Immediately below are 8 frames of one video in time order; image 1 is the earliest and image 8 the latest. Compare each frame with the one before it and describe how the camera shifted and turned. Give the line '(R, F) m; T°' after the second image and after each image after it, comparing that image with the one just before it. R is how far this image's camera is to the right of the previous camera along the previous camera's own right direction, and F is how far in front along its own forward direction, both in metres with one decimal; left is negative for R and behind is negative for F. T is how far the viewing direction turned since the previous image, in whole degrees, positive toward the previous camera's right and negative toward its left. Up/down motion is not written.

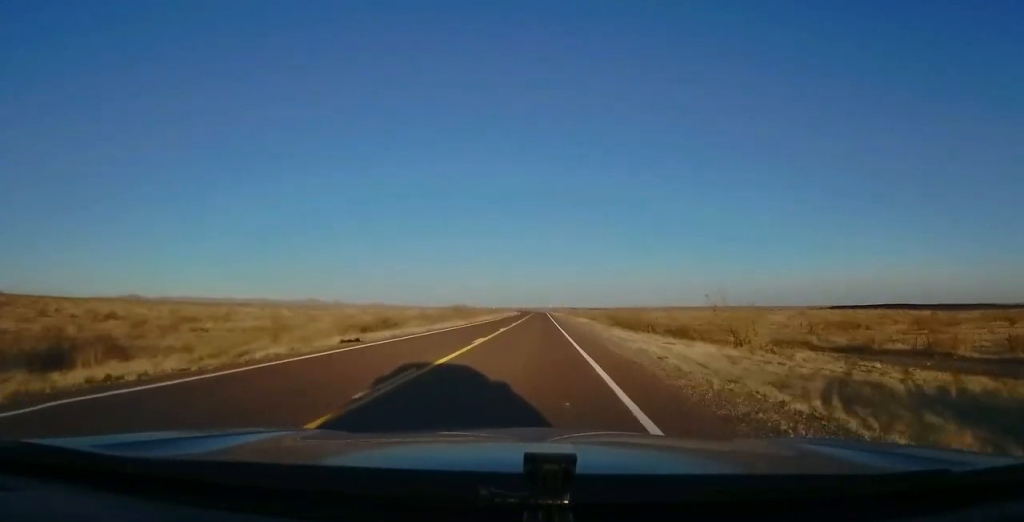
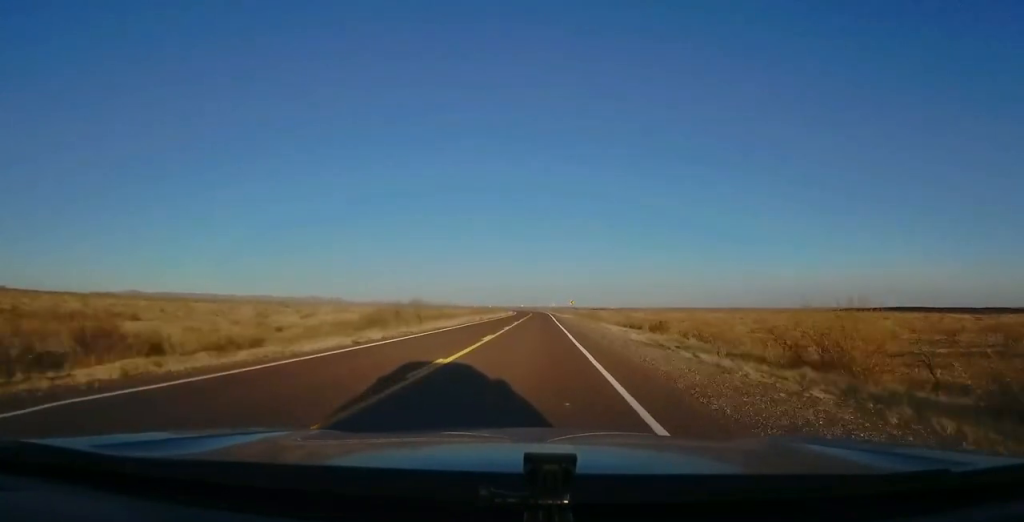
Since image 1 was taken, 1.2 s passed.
(0.0, +33.7) m; 0°
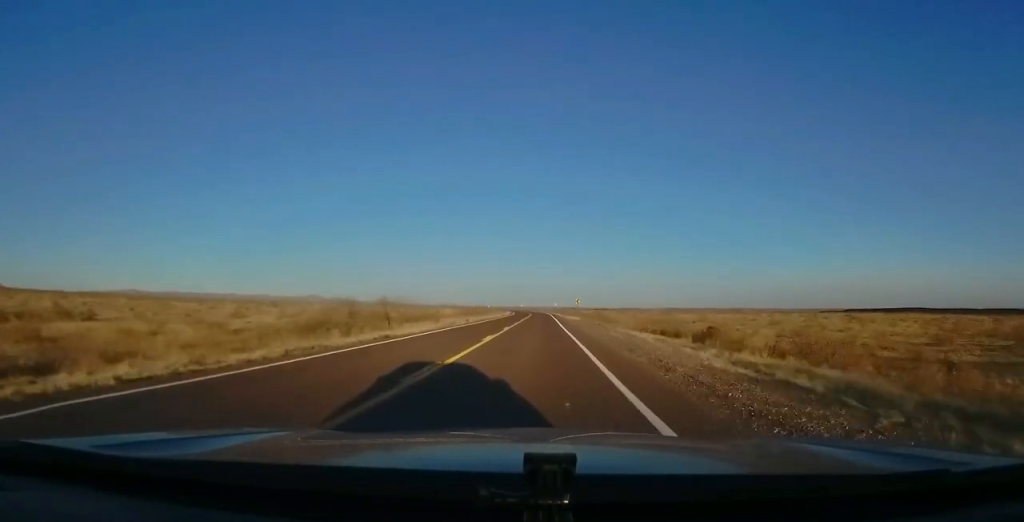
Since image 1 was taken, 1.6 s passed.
(0.0, +12.5) m; 0°
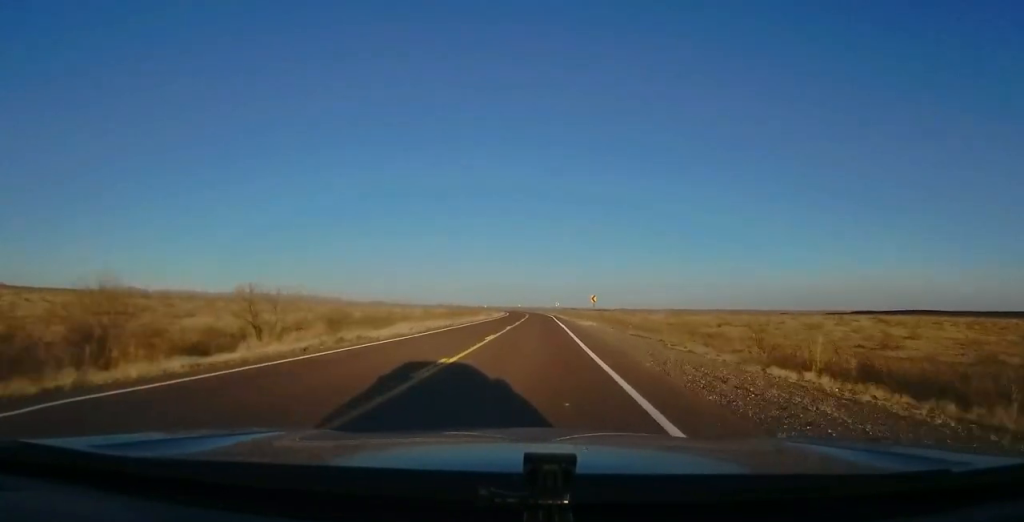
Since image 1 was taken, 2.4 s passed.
(0.0, +23.1) m; -1°
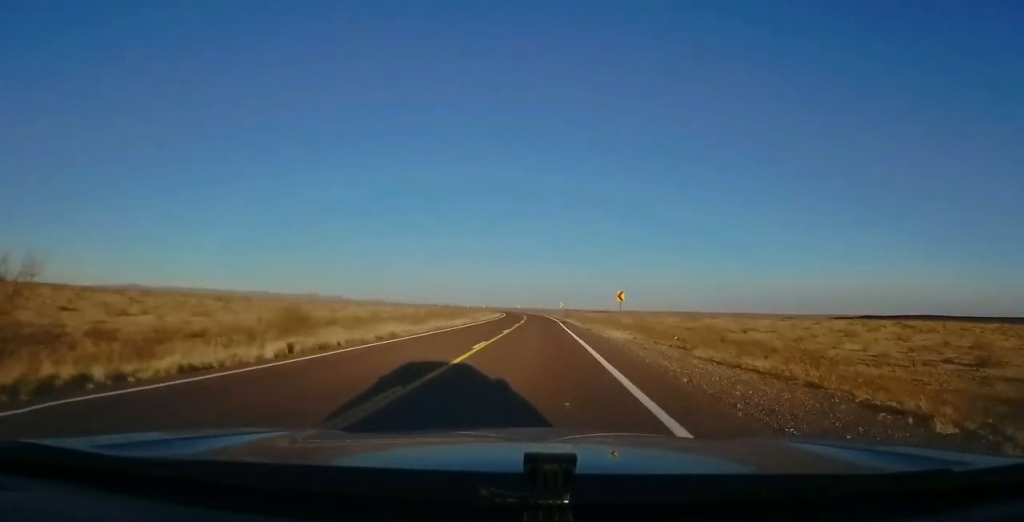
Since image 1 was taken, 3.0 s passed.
(-0.2, +16.4) m; 0°
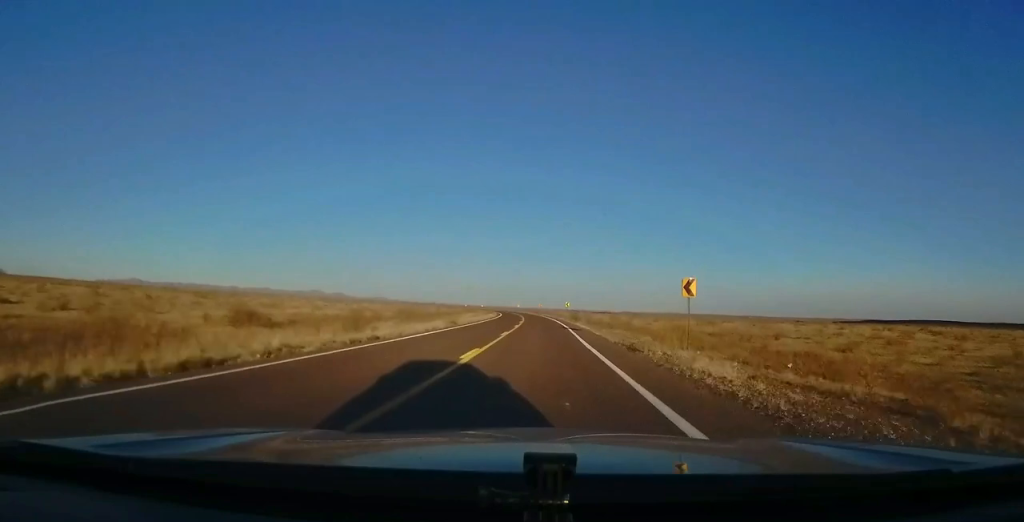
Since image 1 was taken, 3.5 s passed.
(-0.3, +15.4) m; 0°
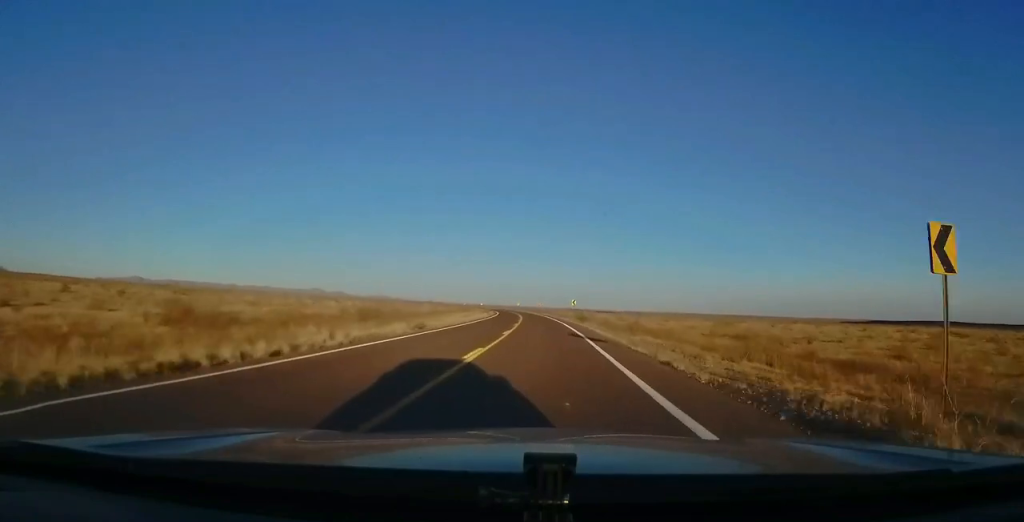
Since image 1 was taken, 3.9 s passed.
(+0.2, +12.5) m; 0°
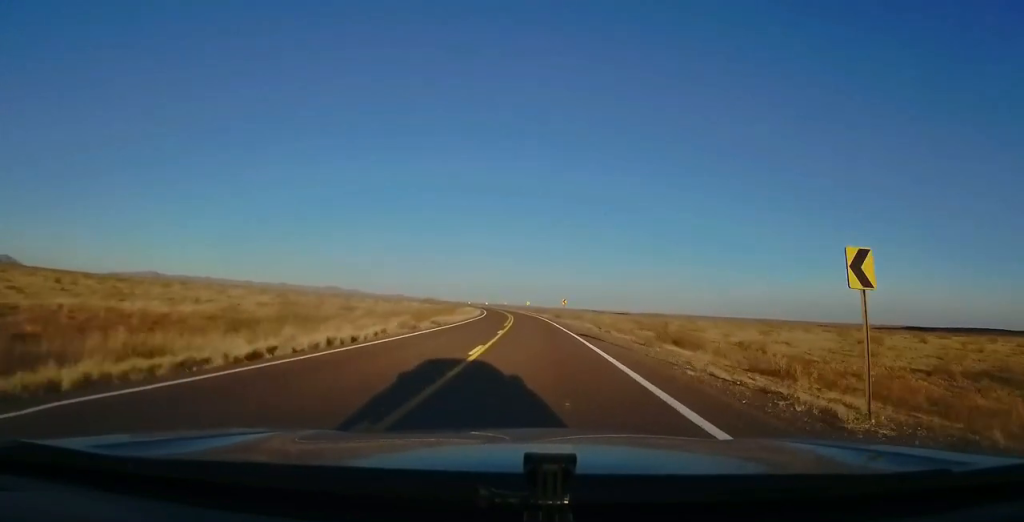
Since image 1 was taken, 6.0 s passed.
(-0.9, +58.6) m; -3°
